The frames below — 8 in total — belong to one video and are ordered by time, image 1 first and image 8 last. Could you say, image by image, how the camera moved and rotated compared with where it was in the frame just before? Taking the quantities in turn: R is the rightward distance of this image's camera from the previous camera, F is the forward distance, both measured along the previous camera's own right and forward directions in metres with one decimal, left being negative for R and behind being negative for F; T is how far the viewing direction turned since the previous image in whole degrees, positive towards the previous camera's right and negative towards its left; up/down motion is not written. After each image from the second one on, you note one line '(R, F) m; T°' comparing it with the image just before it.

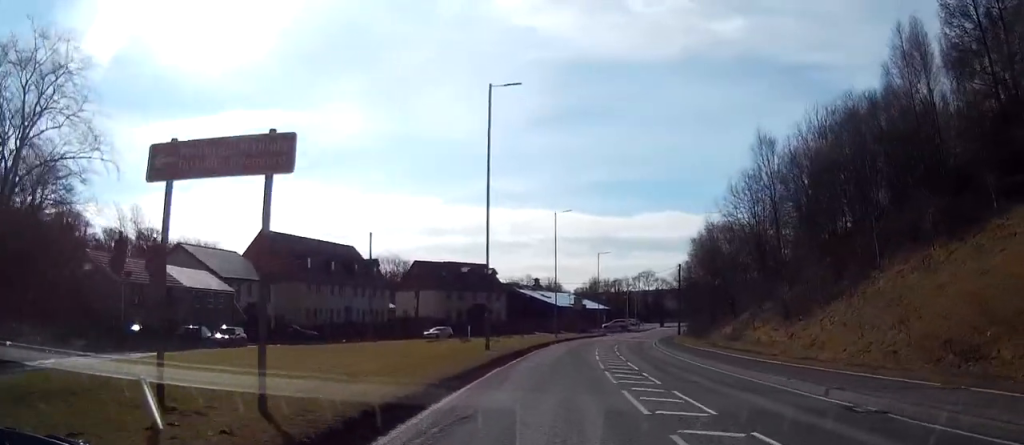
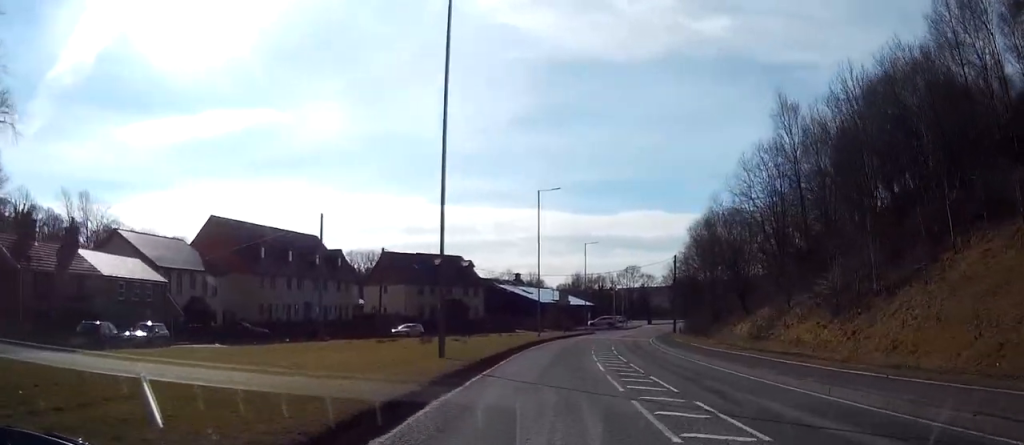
(0.0, +9.2) m; +6°
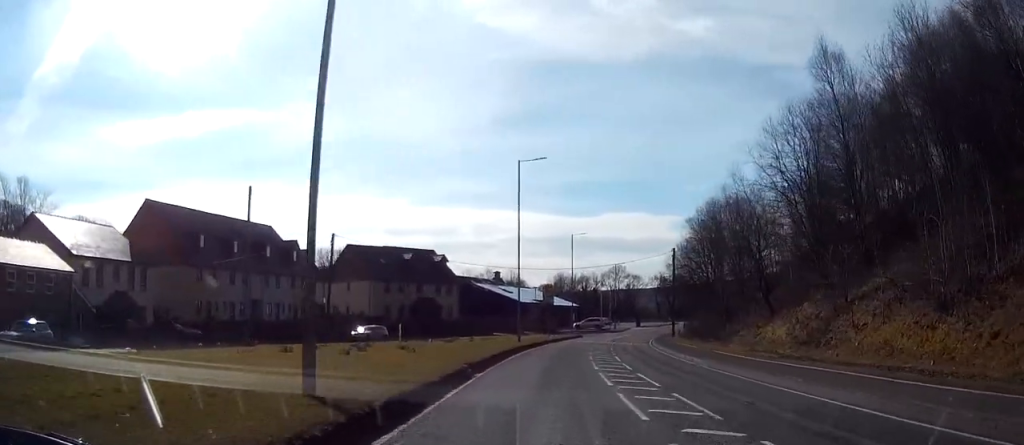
(+0.9, +10.3) m; +4°
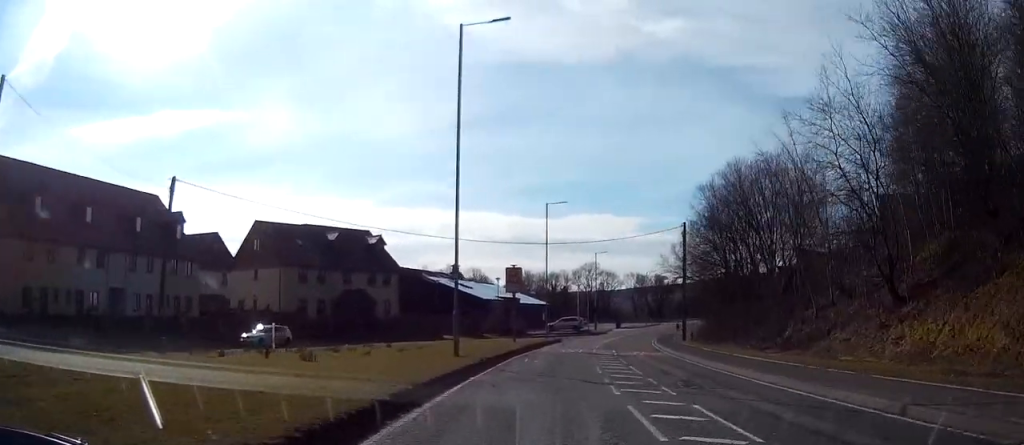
(-0.2, +20.8) m; -3°
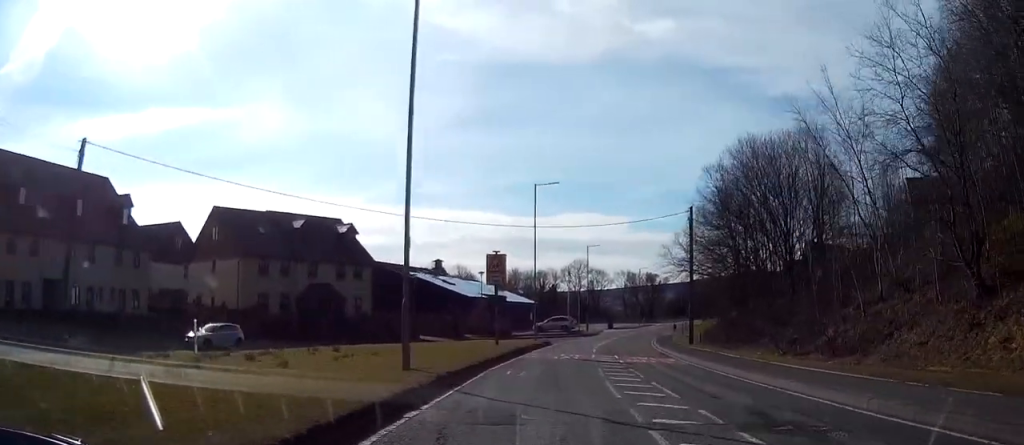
(+0.1, +6.9) m; 0°
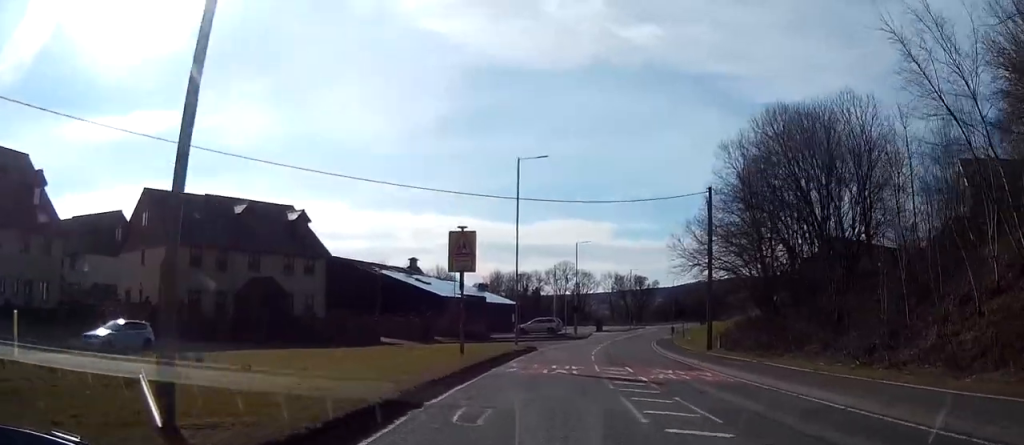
(0.0, +9.8) m; +1°
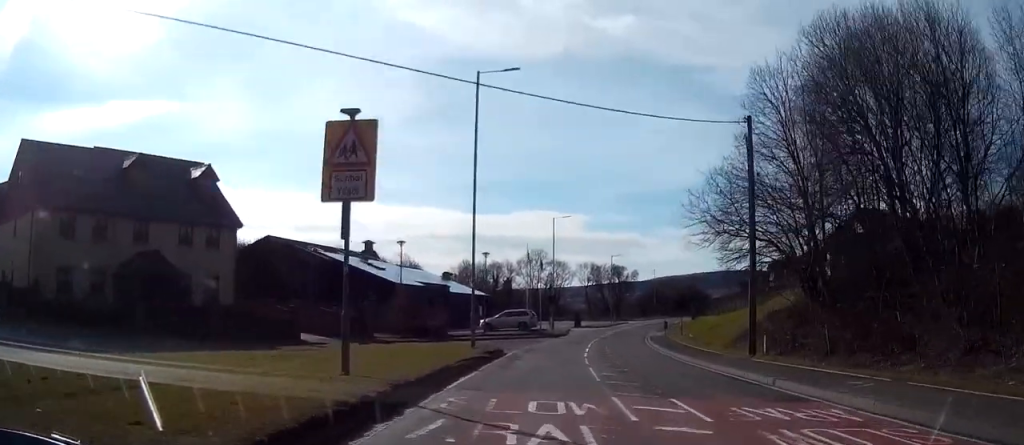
(+0.3, +12.9) m; +3°
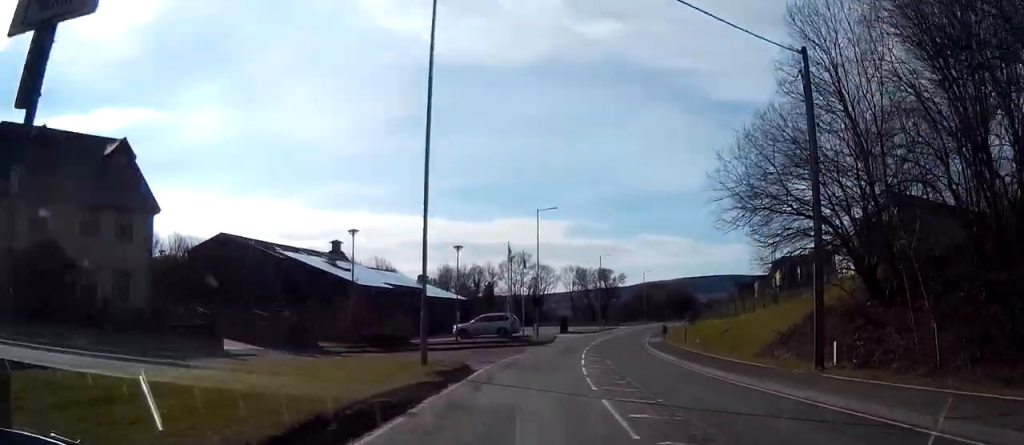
(+0.3, +8.6) m; +2°
